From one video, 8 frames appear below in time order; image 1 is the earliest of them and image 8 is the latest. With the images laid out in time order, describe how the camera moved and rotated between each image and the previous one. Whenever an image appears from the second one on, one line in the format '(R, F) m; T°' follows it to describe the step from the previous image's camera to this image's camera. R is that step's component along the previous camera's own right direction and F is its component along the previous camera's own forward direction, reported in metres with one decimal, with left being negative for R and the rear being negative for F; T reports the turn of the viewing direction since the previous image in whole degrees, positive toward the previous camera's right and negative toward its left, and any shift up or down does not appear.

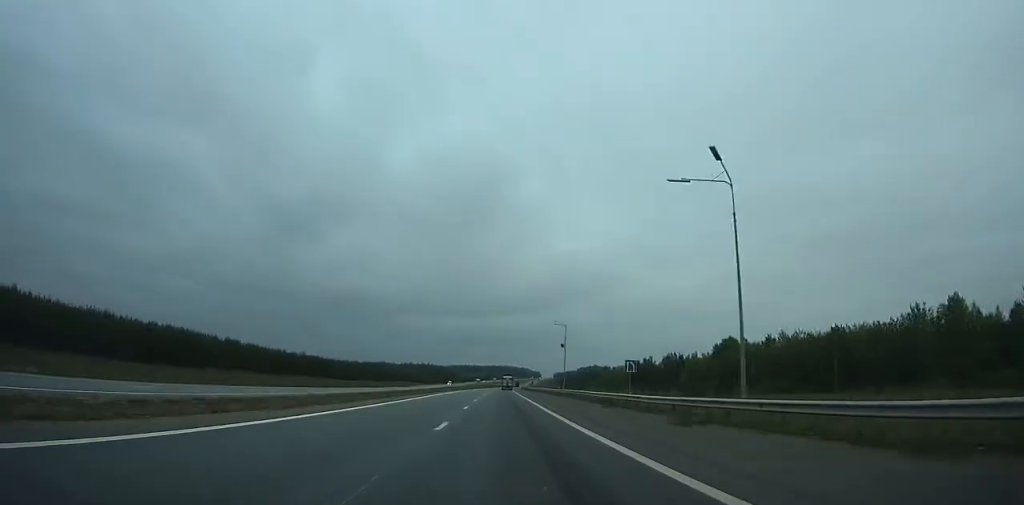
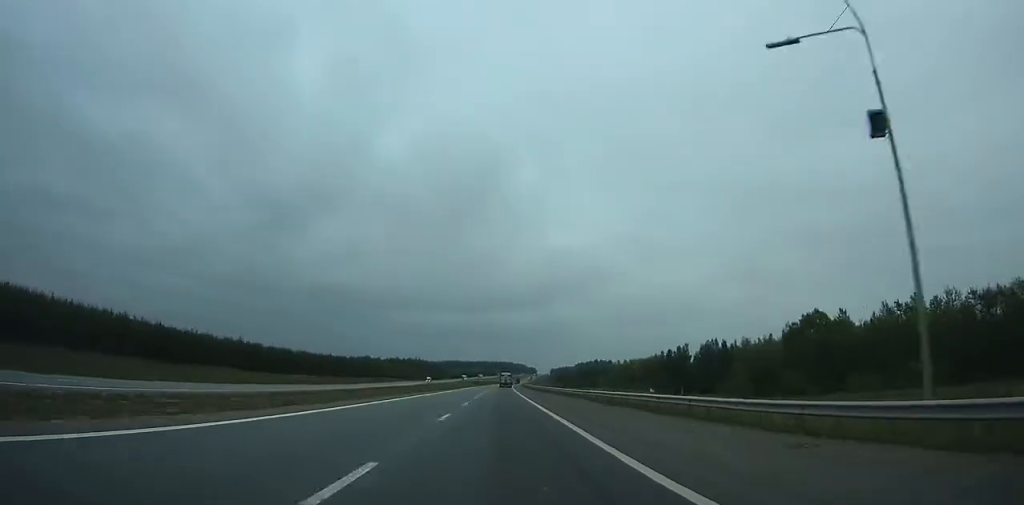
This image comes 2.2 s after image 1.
(+0.5, +55.5) m; +1°
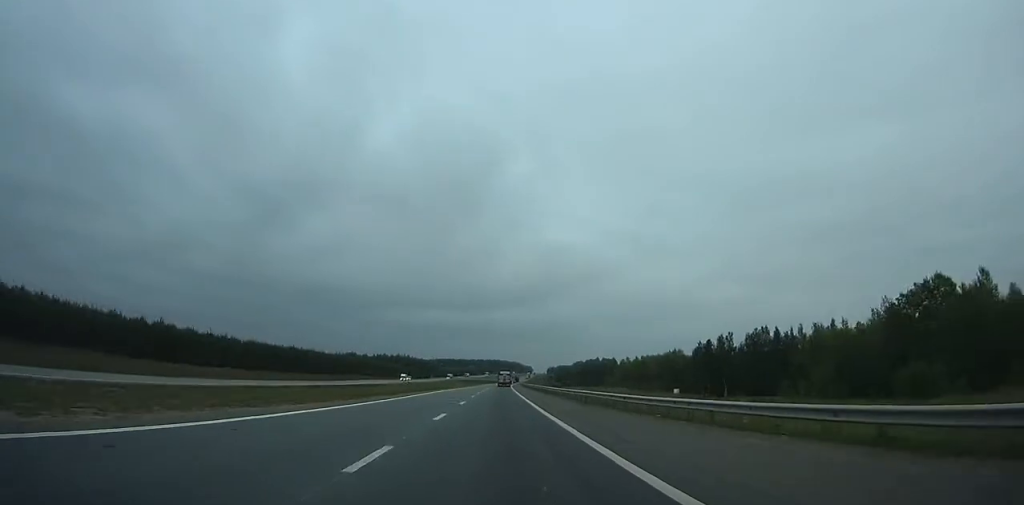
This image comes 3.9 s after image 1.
(+0.2, +42.6) m; 0°
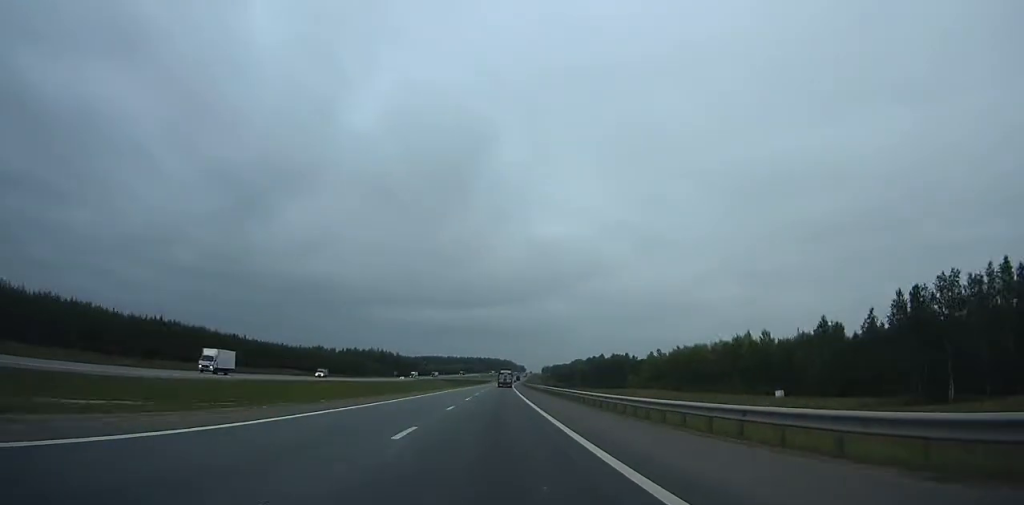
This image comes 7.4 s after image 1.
(+0.7, +87.5) m; +1°
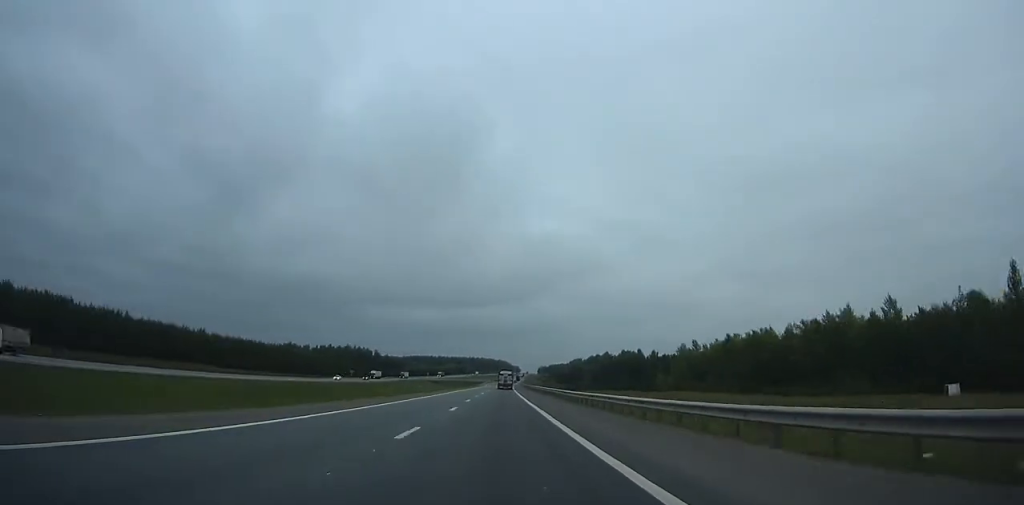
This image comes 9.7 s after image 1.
(+0.2, +59.3) m; +1°
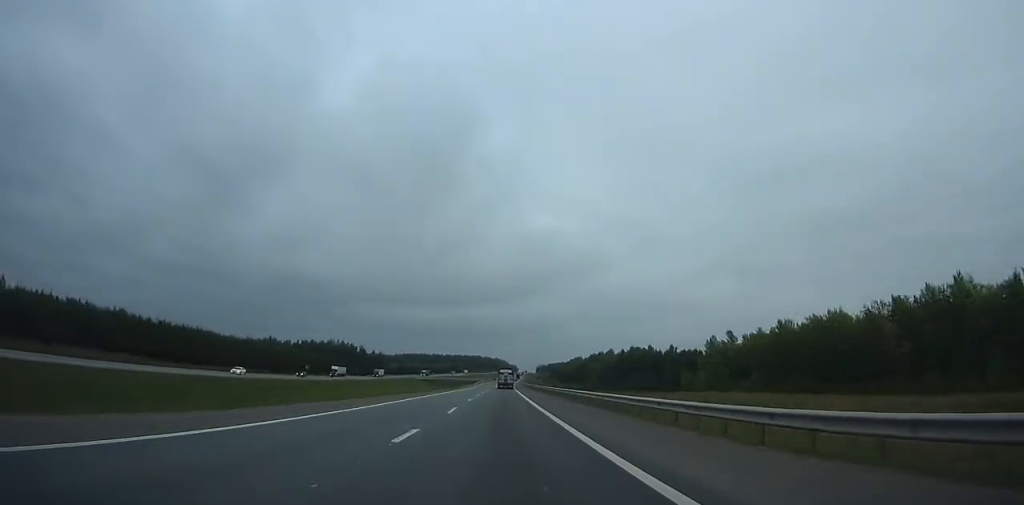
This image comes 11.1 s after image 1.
(0.0, +37.3) m; 0°
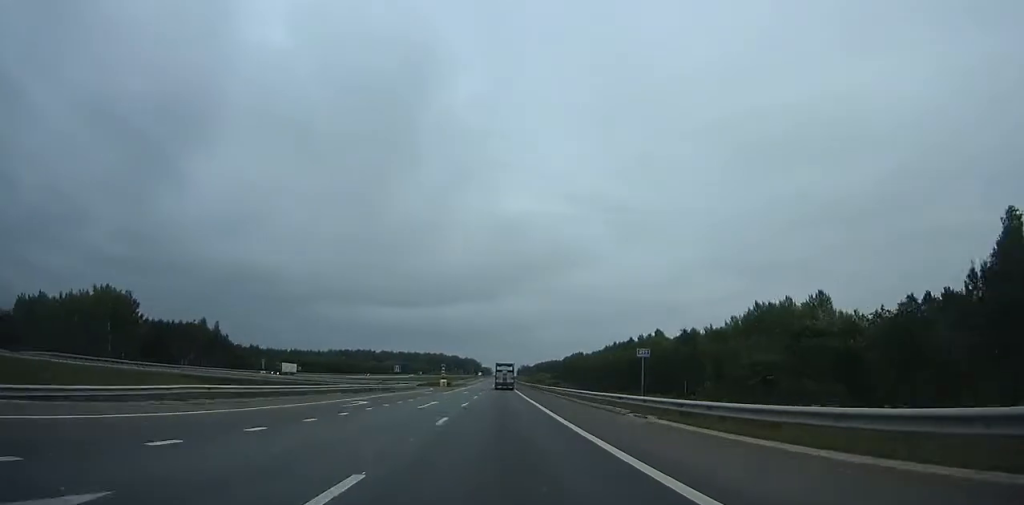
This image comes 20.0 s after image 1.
(+5.4, +231.4) m; +3°
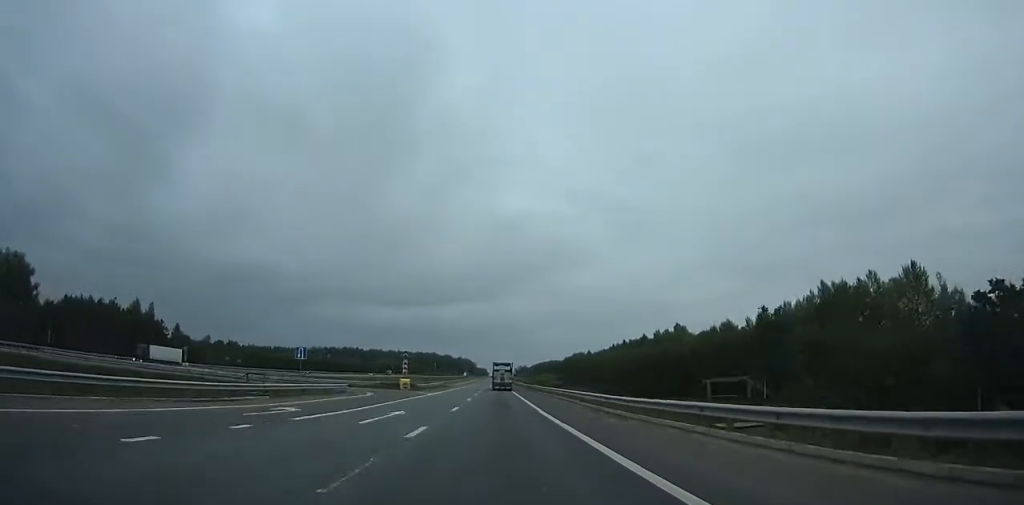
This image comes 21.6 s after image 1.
(+0.2, +40.7) m; 0°
